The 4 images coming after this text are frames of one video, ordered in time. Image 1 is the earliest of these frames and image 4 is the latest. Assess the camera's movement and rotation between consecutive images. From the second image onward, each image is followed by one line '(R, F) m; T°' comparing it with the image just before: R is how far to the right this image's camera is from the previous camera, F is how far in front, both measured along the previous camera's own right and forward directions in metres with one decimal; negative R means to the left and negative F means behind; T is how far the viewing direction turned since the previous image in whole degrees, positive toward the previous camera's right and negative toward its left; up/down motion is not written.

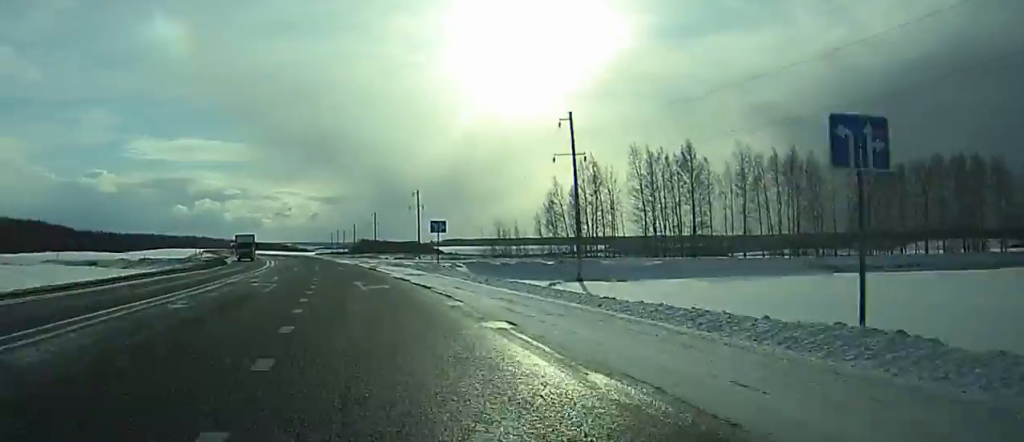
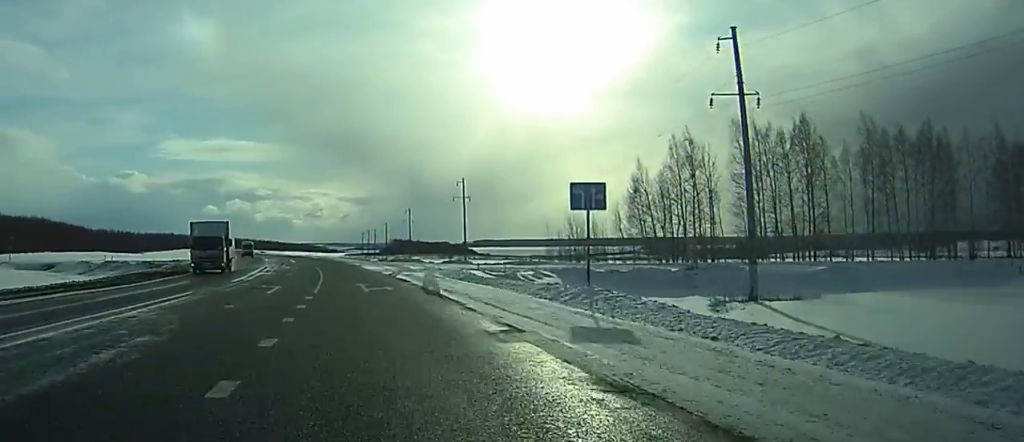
(-0.3, +29.9) m; -2°
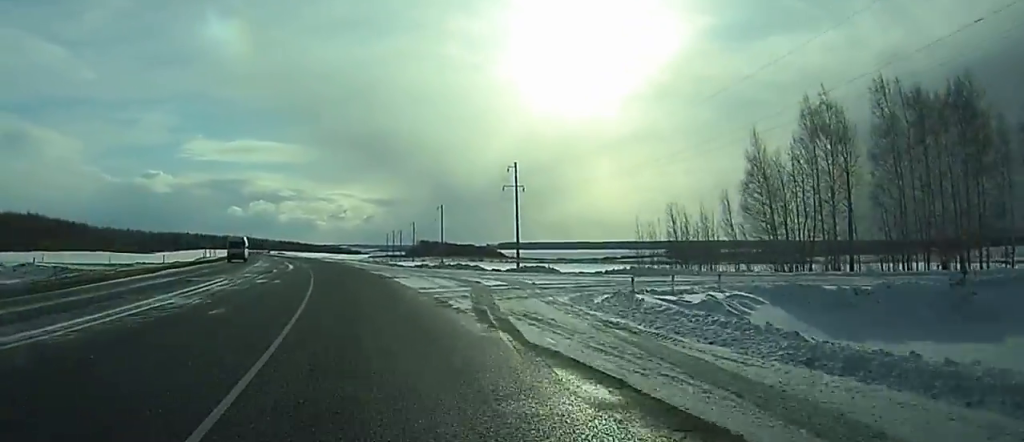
(-0.5, +28.7) m; -2°
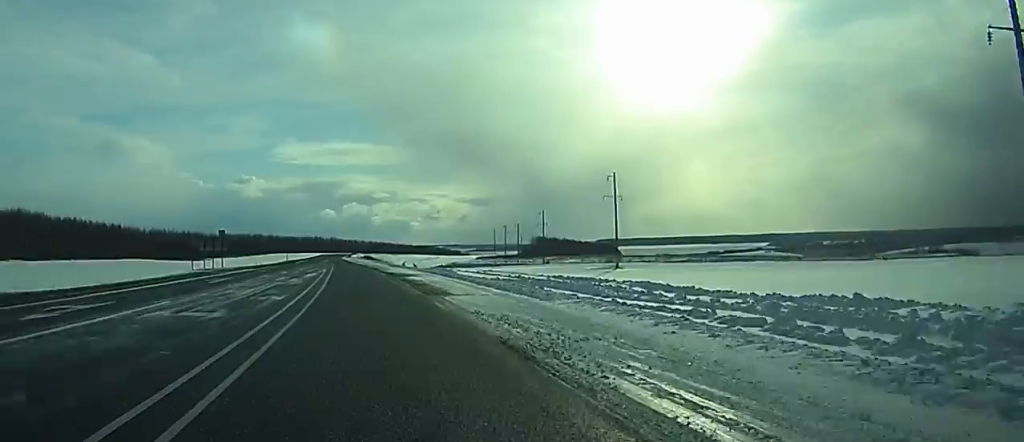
(-4.5, +82.1) m; -7°
